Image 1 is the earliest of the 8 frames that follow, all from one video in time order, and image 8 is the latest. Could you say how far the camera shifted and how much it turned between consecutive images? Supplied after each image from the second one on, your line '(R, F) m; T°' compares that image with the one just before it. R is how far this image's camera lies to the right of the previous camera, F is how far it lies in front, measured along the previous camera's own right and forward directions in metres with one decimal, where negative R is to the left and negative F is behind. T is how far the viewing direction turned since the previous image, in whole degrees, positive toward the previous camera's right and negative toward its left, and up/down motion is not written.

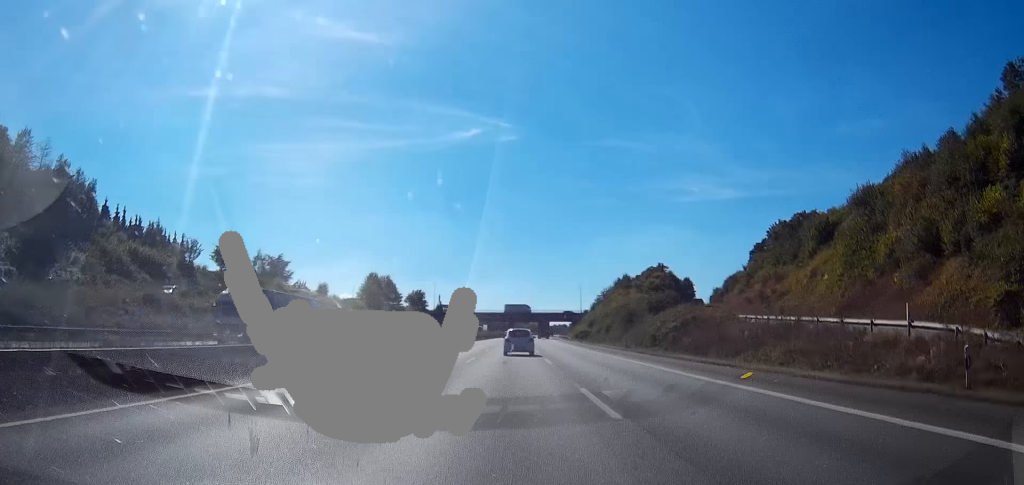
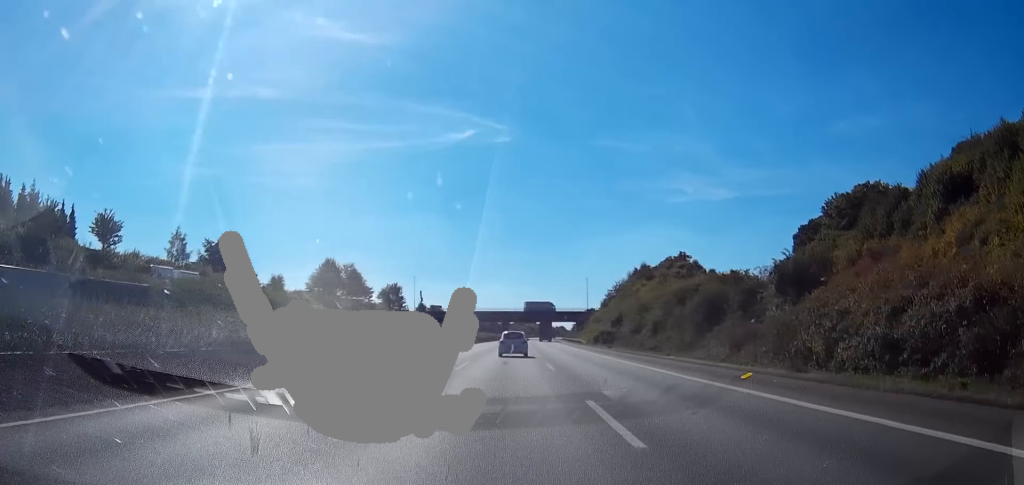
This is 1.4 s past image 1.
(+0.7, +35.6) m; +2°
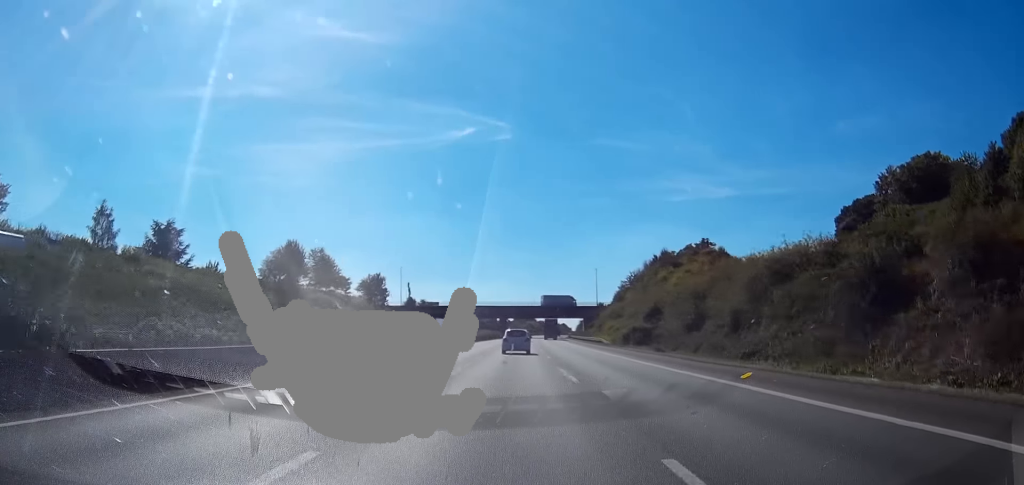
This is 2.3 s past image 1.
(+0.2, +22.9) m; +1°
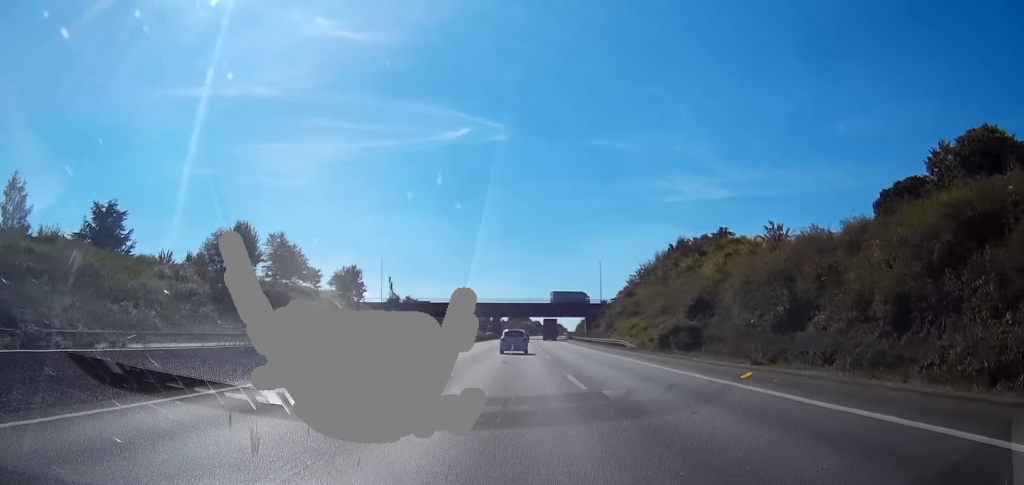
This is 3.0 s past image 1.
(0.0, +19.1) m; 0°
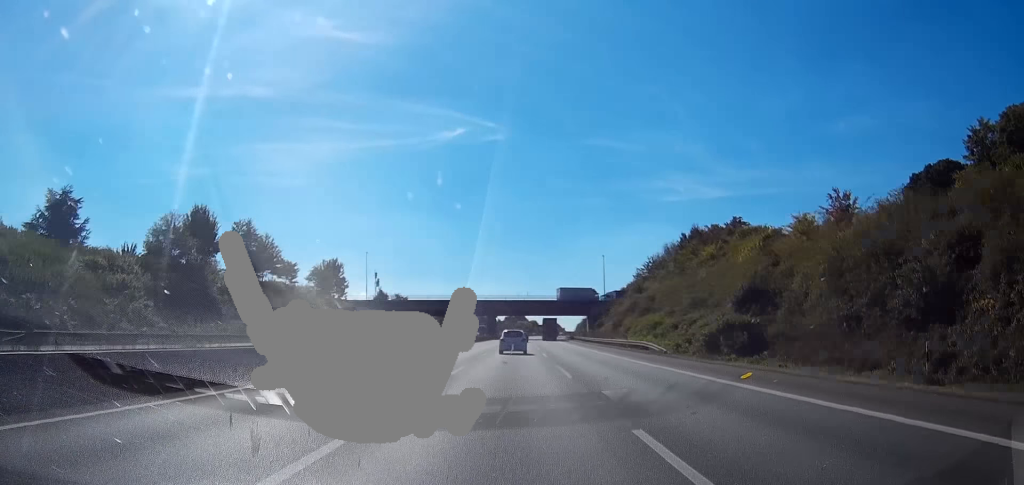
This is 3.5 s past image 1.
(0.0, +12.5) m; 0°
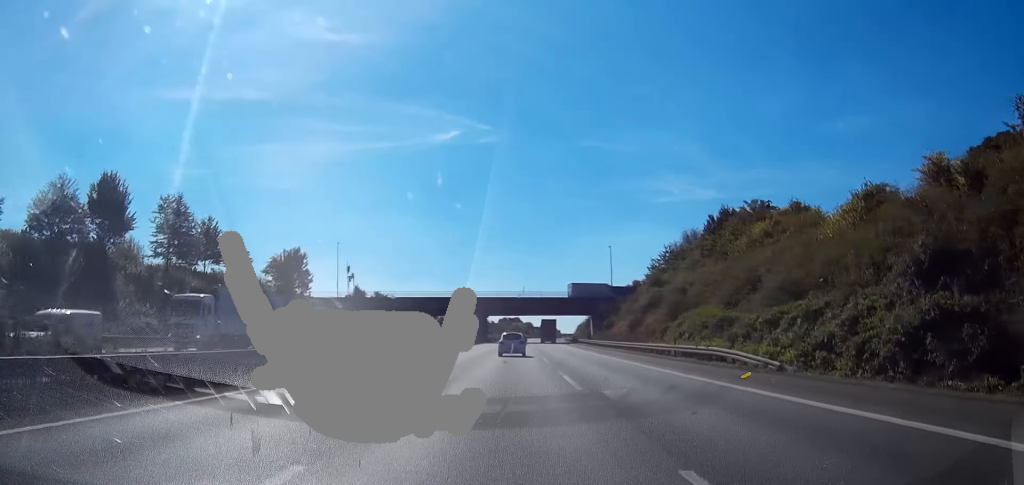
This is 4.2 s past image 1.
(0.0, +19.8) m; 0°
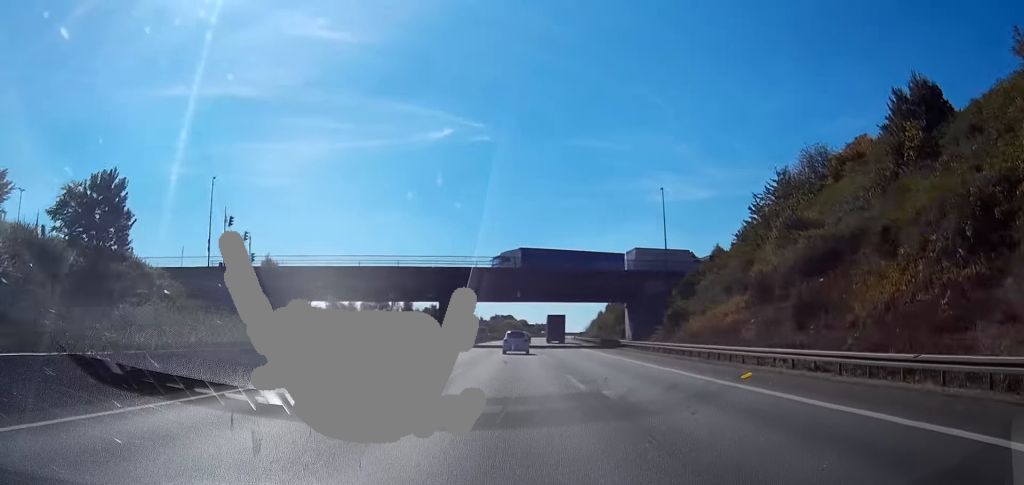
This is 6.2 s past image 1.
(-0.4, +54.6) m; 0°
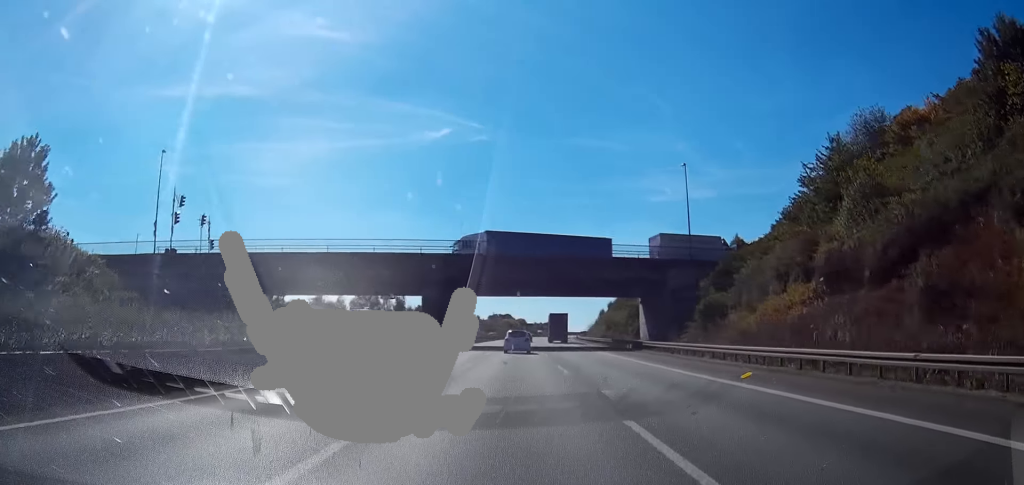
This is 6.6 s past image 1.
(-0.1, +12.7) m; +1°
